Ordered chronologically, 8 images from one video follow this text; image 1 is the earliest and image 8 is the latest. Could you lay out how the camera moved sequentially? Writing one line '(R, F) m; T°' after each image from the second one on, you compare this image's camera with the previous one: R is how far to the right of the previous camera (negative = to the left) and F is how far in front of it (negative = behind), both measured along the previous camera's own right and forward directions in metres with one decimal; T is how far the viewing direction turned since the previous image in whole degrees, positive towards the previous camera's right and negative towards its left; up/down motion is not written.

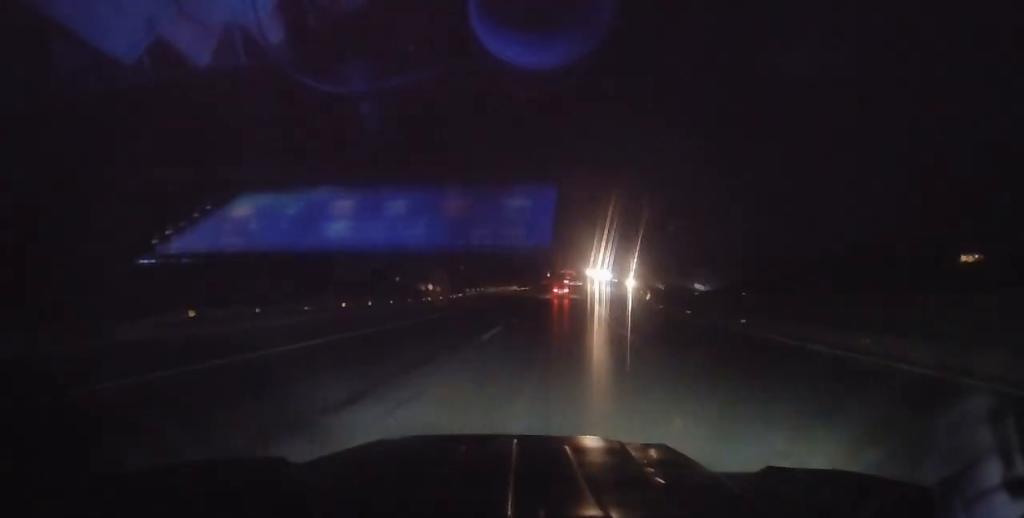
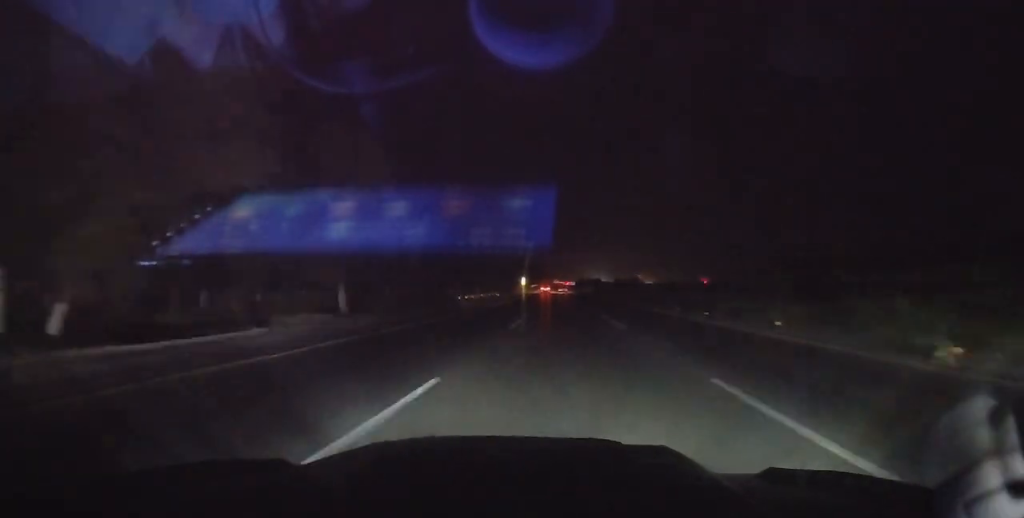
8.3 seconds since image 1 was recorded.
(+2.1, +167.2) m; +1°
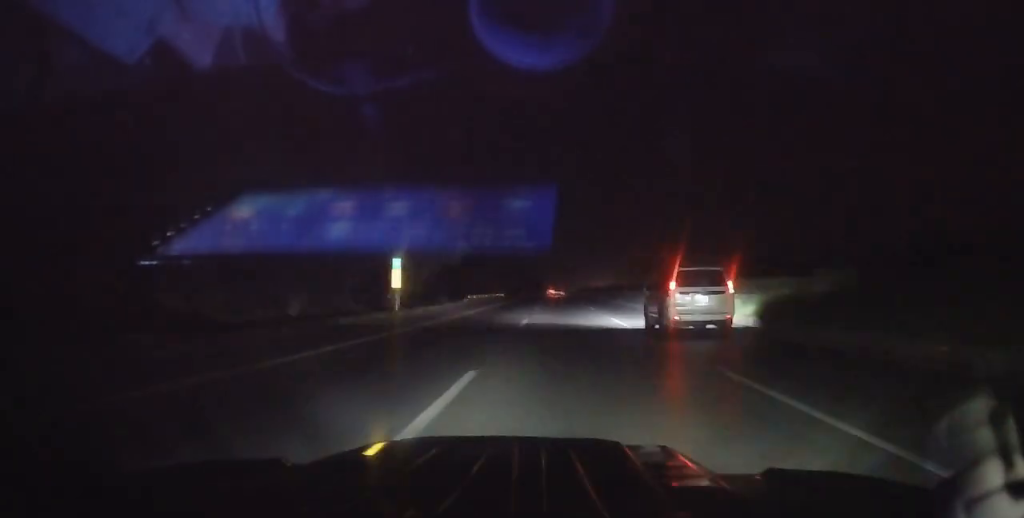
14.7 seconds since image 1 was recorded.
(+0.3, +125.0) m; 0°
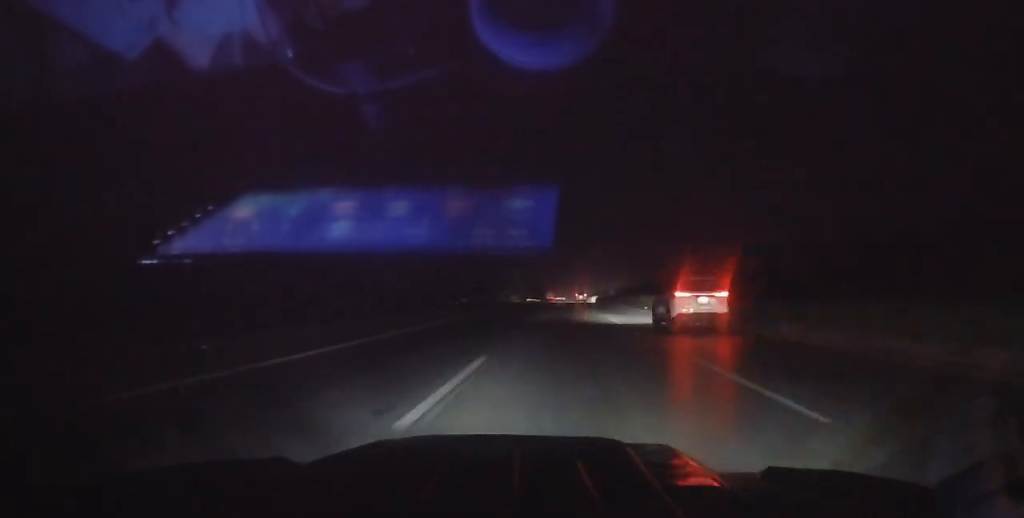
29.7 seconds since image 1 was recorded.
(-1.2, +292.1) m; 0°
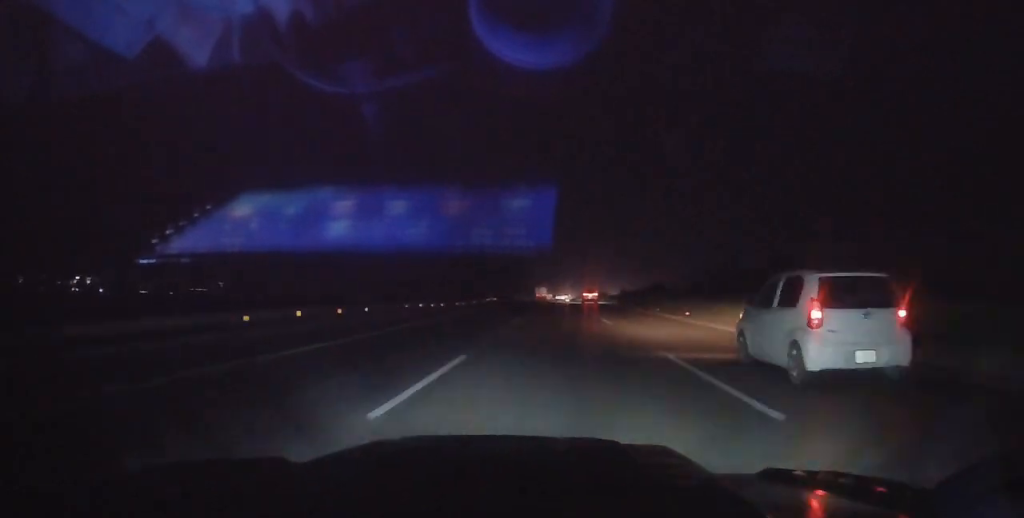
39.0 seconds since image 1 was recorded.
(+0.5, +182.0) m; 0°
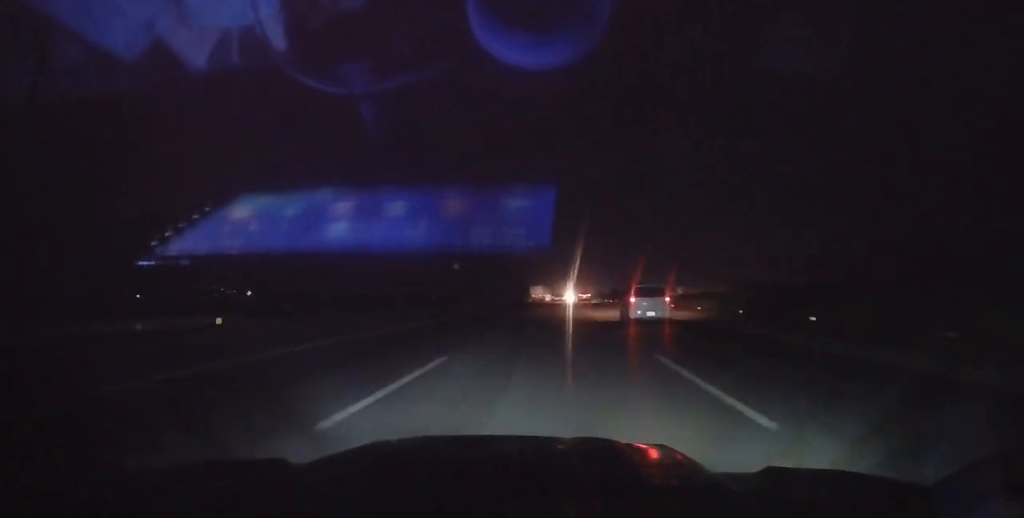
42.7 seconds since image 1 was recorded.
(-0.2, +71.1) m; 0°
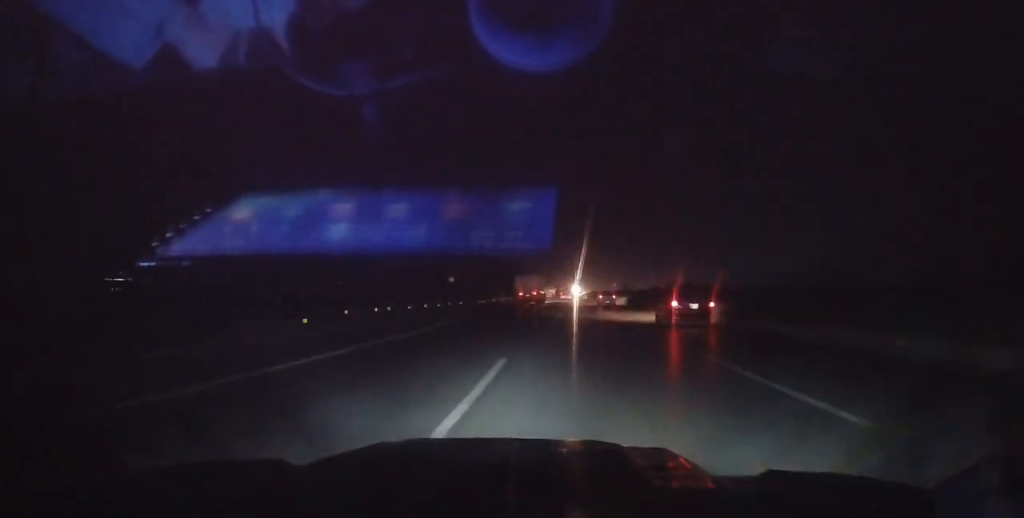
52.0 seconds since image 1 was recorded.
(+0.5, +180.0) m; 0°
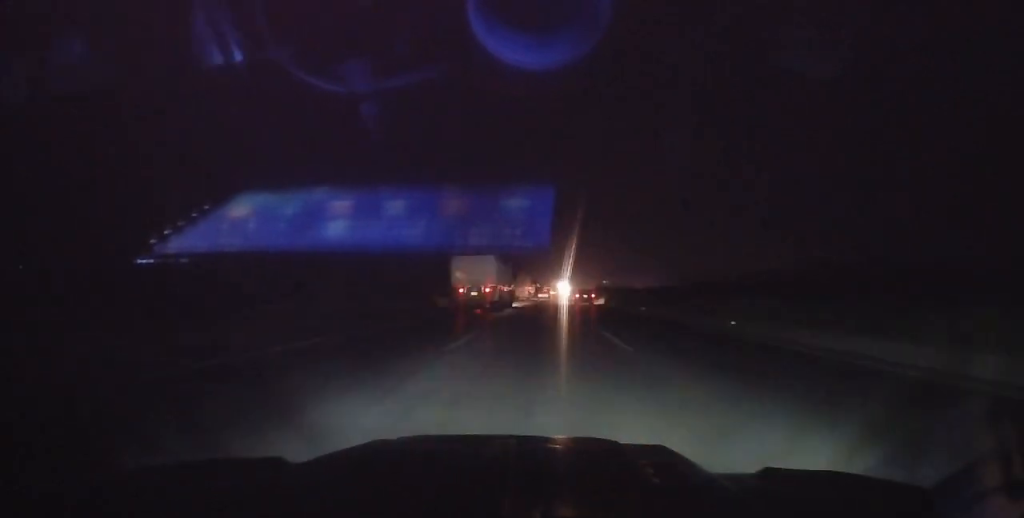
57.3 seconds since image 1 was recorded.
(0.0, +102.5) m; 0°
